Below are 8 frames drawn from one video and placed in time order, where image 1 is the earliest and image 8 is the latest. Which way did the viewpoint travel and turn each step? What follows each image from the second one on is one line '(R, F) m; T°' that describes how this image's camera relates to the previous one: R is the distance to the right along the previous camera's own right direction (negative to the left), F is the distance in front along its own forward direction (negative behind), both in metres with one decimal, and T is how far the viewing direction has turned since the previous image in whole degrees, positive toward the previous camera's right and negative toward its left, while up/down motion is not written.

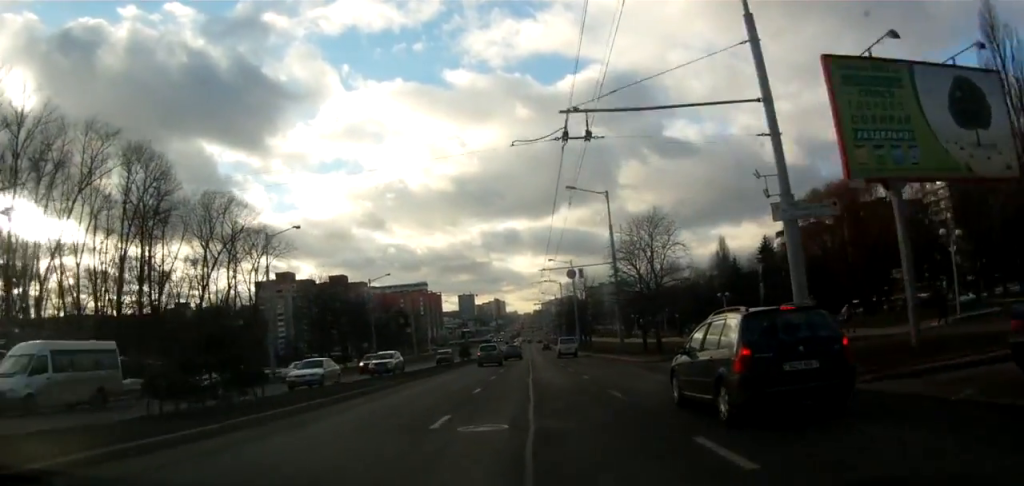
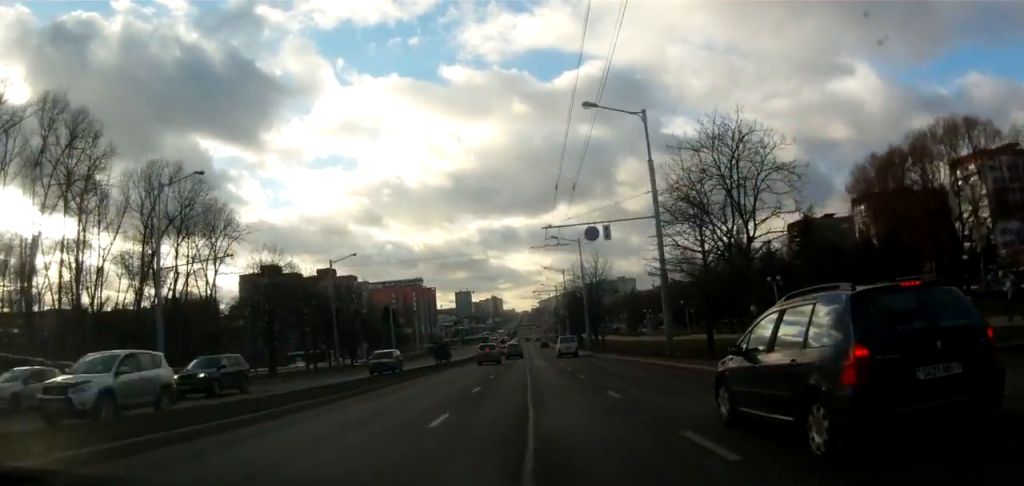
(-0.2, +15.7) m; 0°
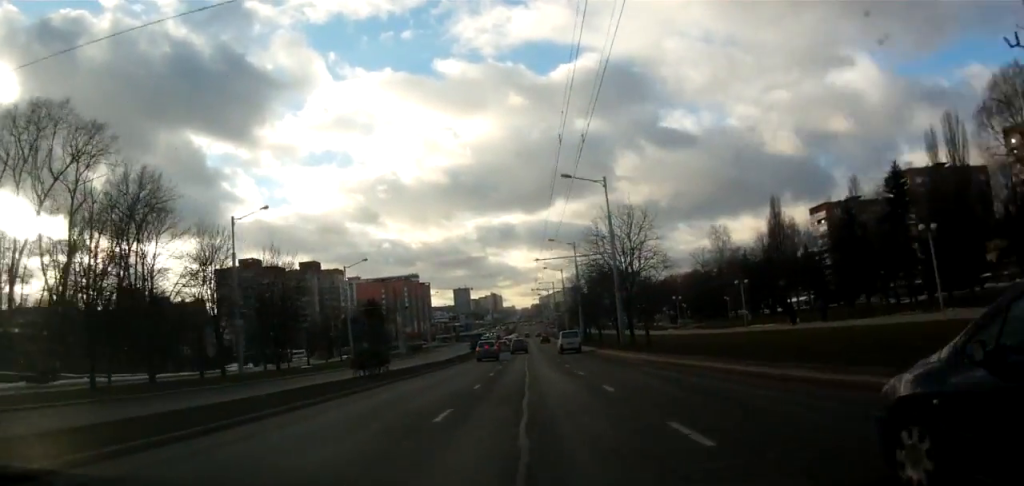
(+0.3, +23.4) m; 0°
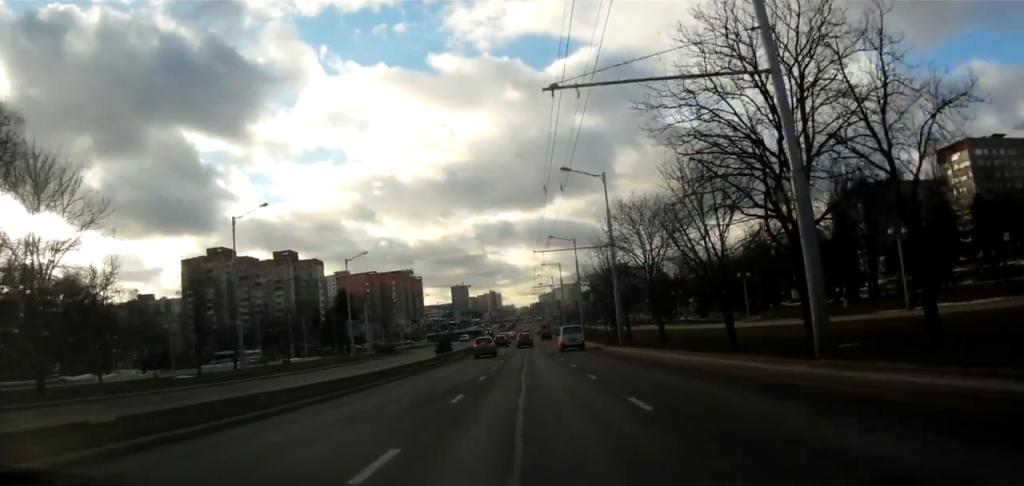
(-0.1, +28.8) m; 0°
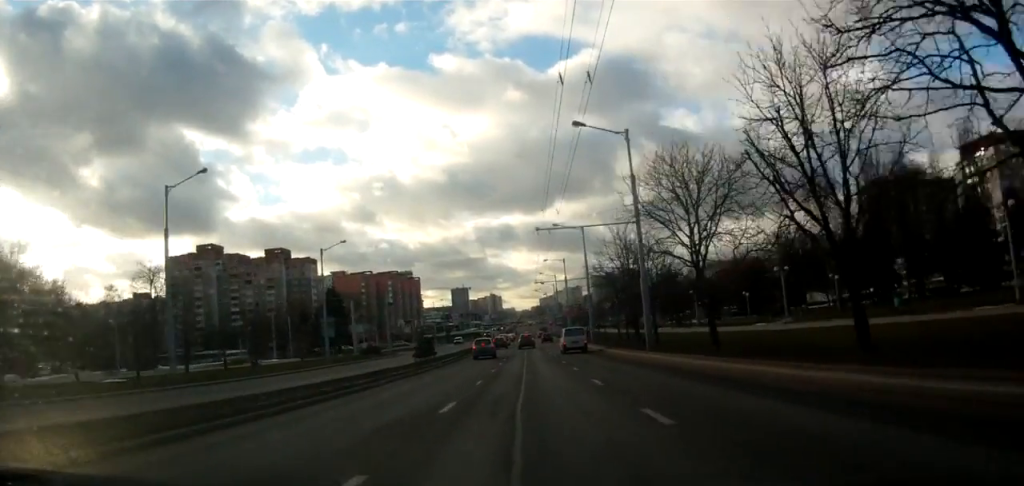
(-0.2, +9.5) m; -1°
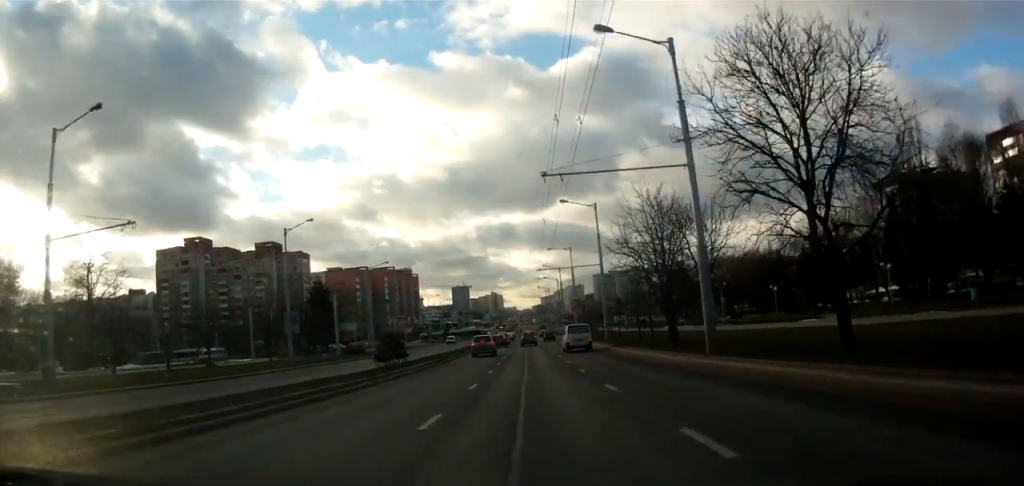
(-0.2, +10.7) m; -1°
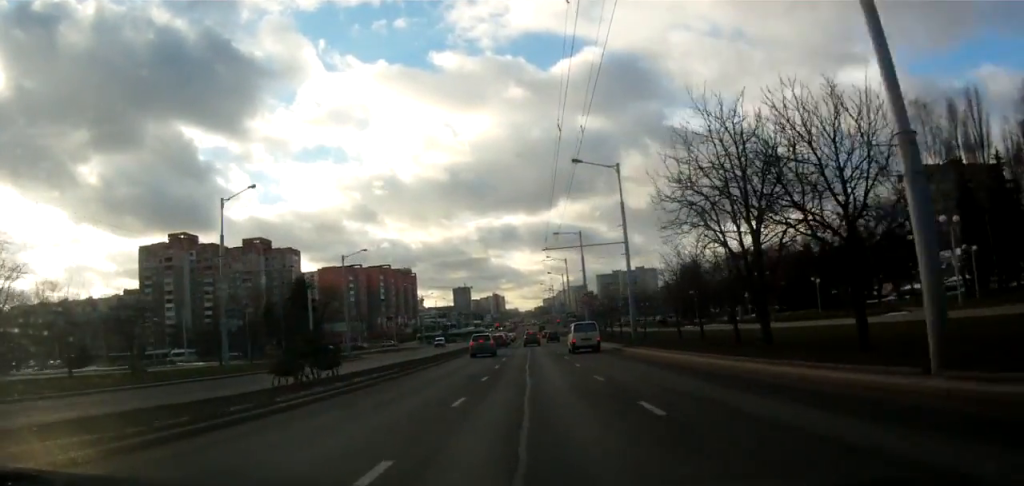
(-0.1, +12.4) m; +1°
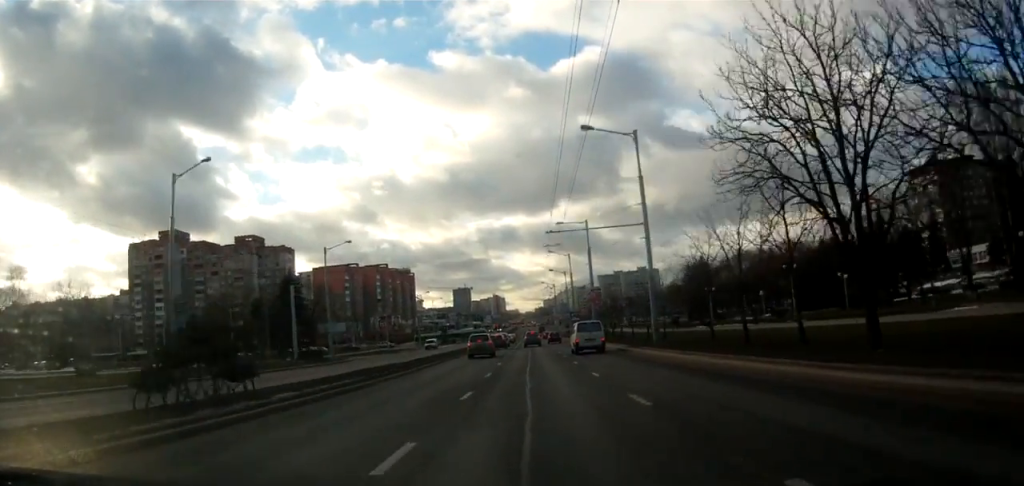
(+0.2, +6.6) m; 0°
